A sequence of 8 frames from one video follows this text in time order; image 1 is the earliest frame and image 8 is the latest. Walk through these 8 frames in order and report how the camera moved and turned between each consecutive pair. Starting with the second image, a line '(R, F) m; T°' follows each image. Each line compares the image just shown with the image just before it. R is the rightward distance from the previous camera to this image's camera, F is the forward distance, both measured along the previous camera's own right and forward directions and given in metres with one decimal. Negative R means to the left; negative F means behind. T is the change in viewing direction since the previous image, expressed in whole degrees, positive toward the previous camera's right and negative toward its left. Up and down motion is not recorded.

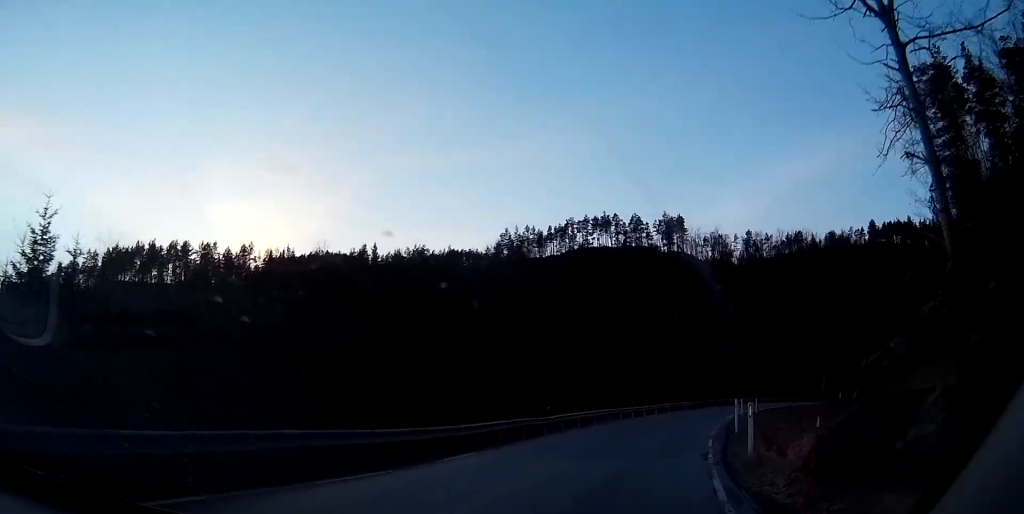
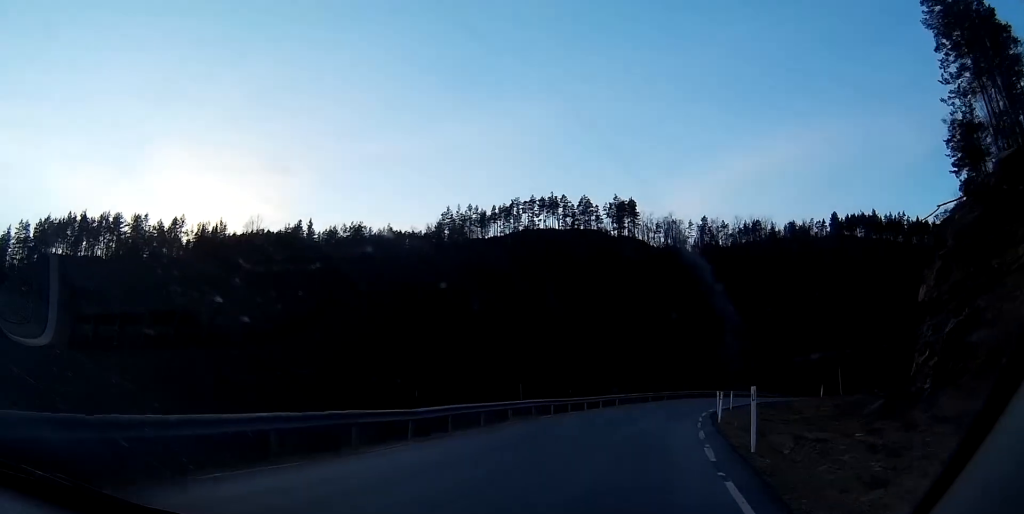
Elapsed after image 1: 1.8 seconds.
(+1.5, +23.7) m; +7°
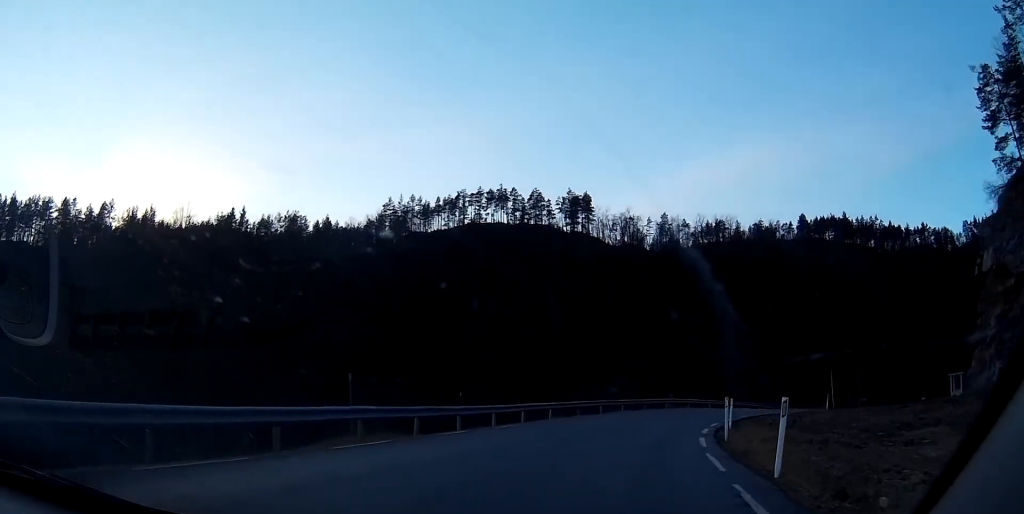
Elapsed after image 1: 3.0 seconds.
(+0.5, +14.8) m; +4°
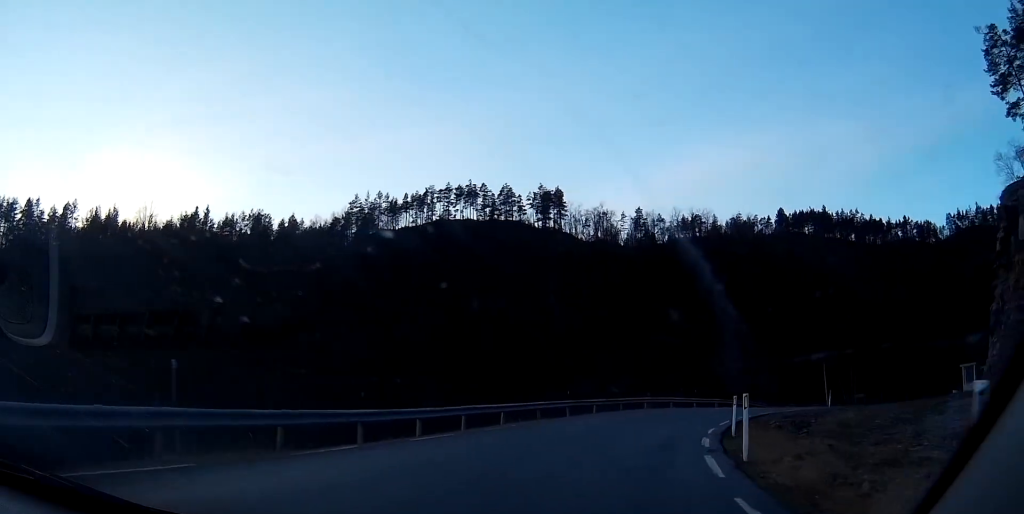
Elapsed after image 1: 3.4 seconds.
(0.0, +6.4) m; +2°
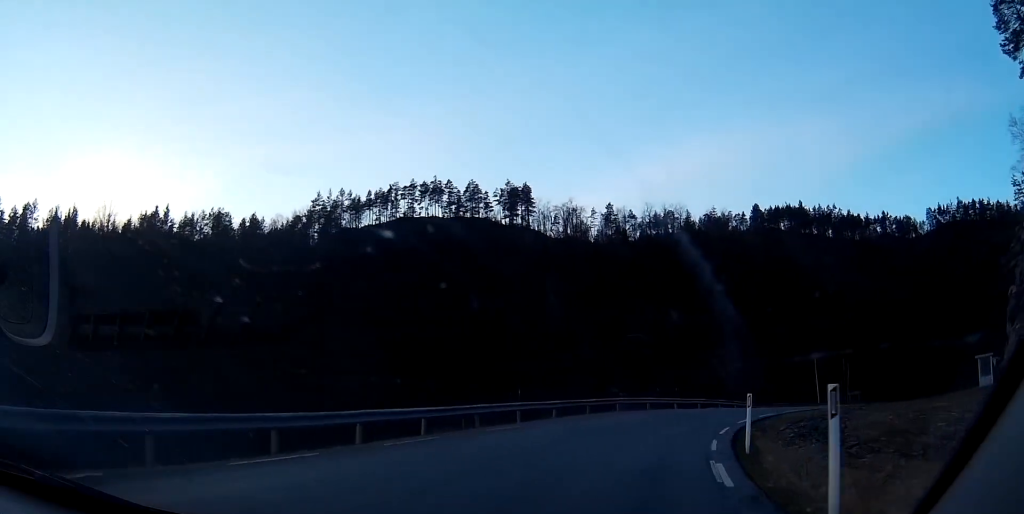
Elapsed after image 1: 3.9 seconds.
(+0.2, +6.6) m; +3°
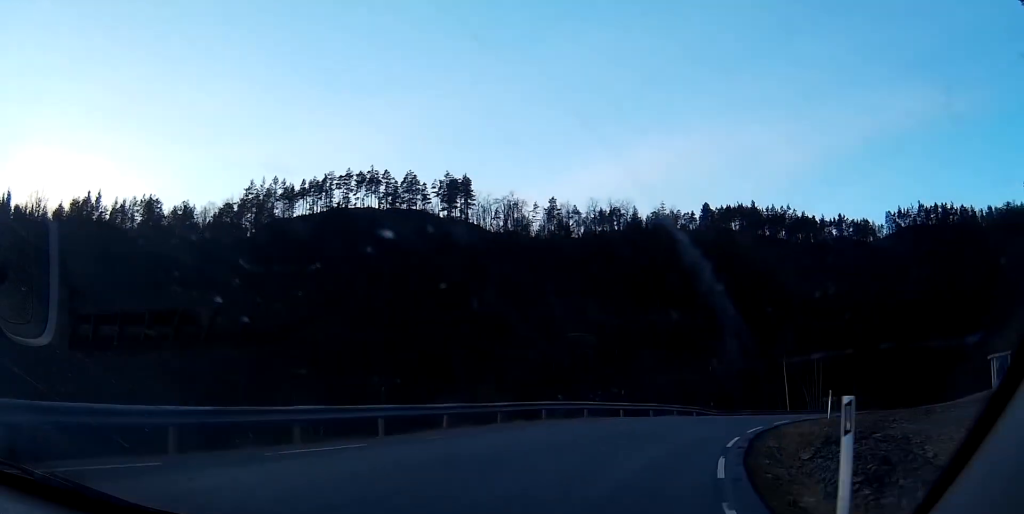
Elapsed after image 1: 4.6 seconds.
(+0.1, +9.2) m; +5°
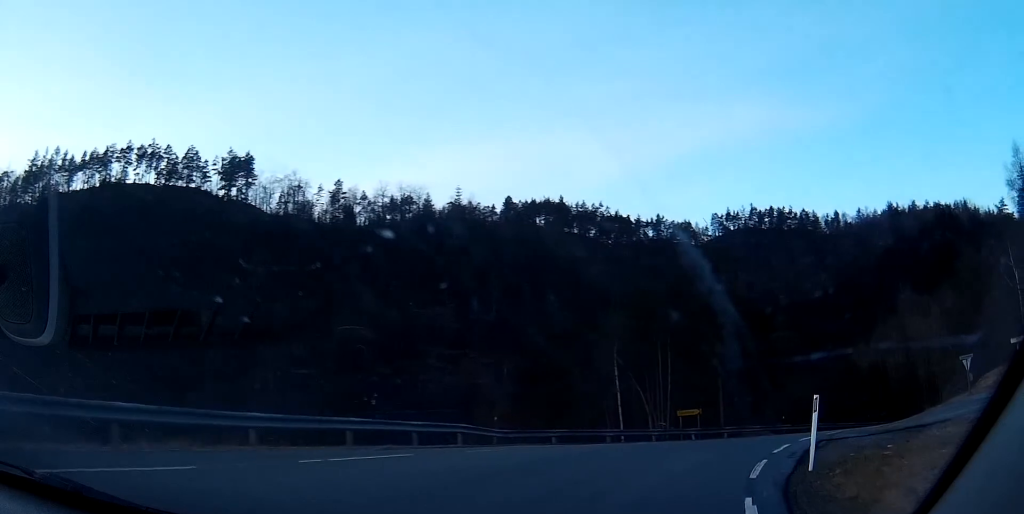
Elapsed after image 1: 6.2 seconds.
(+3.6, +19.5) m; +17°
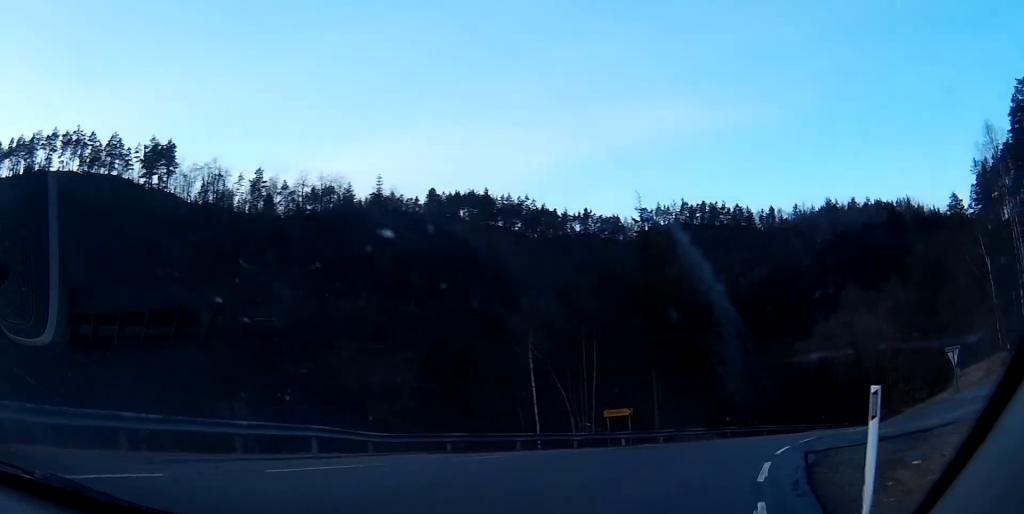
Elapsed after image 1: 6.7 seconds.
(+0.3, +5.9) m; +4°
